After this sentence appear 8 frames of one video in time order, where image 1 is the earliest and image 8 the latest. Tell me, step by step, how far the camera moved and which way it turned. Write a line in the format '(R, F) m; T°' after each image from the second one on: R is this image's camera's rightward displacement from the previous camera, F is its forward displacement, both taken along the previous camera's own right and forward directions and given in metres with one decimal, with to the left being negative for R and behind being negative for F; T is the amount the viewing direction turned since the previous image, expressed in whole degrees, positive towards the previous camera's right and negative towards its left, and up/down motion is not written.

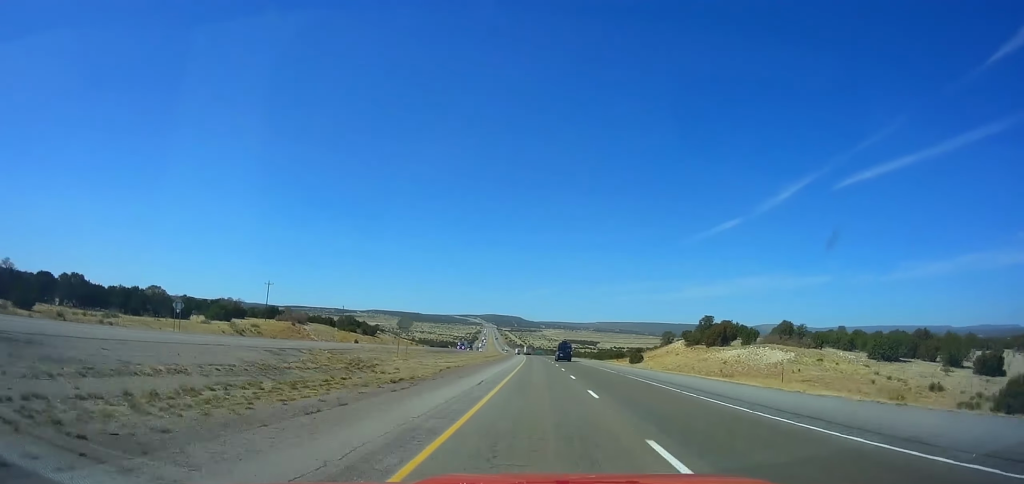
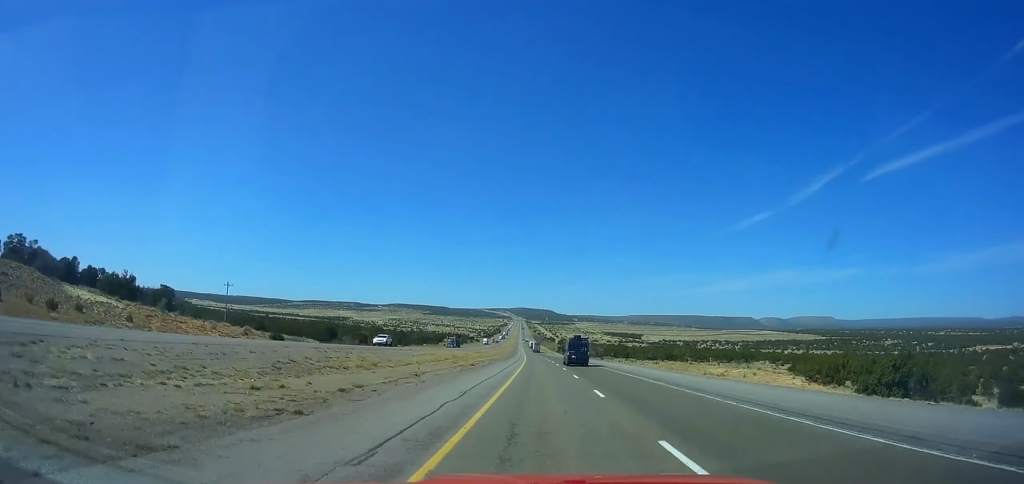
(-5.4, +193.3) m; -3°
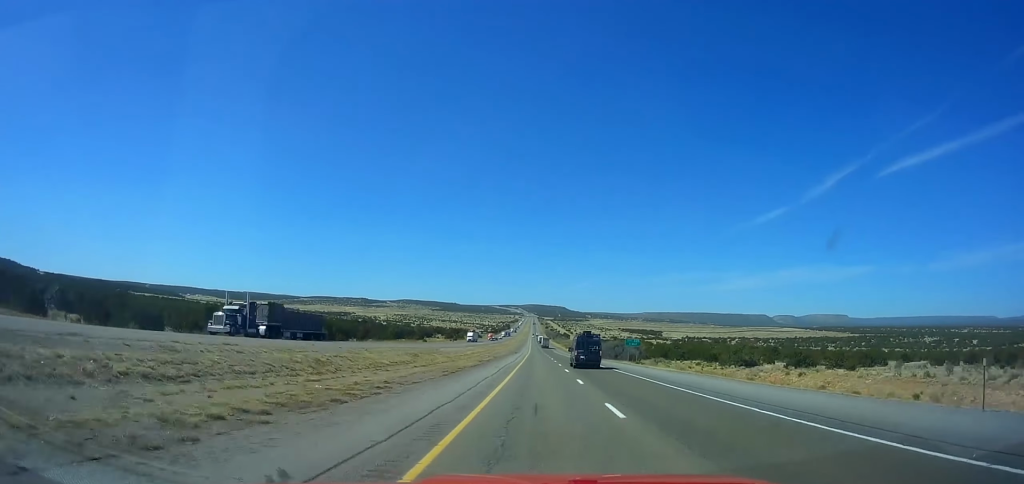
(-0.3, +78.7) m; -1°
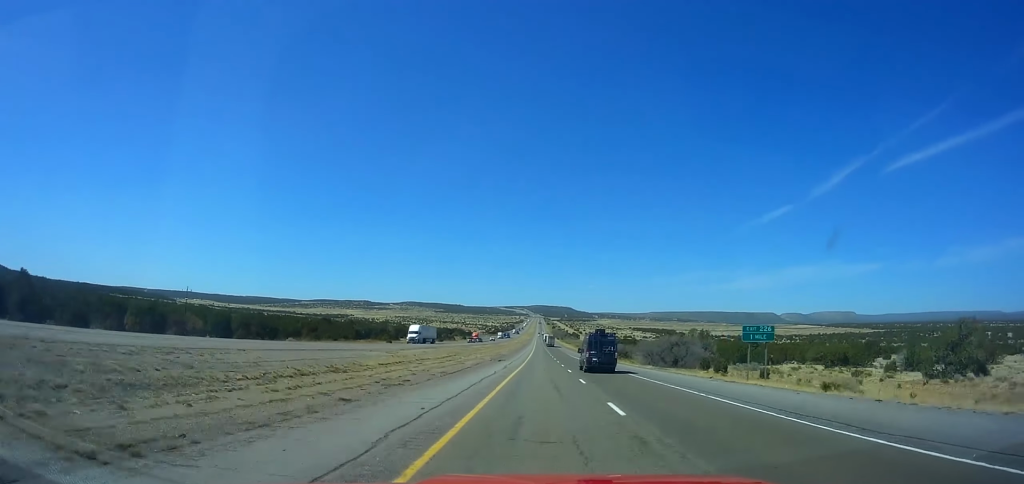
(-1.0, +60.6) m; 0°
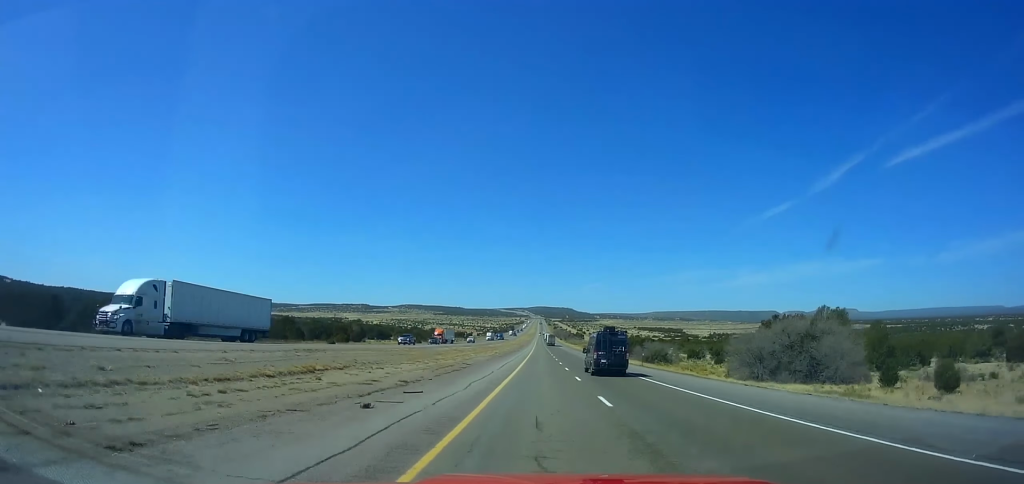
(-0.4, +46.3) m; 0°
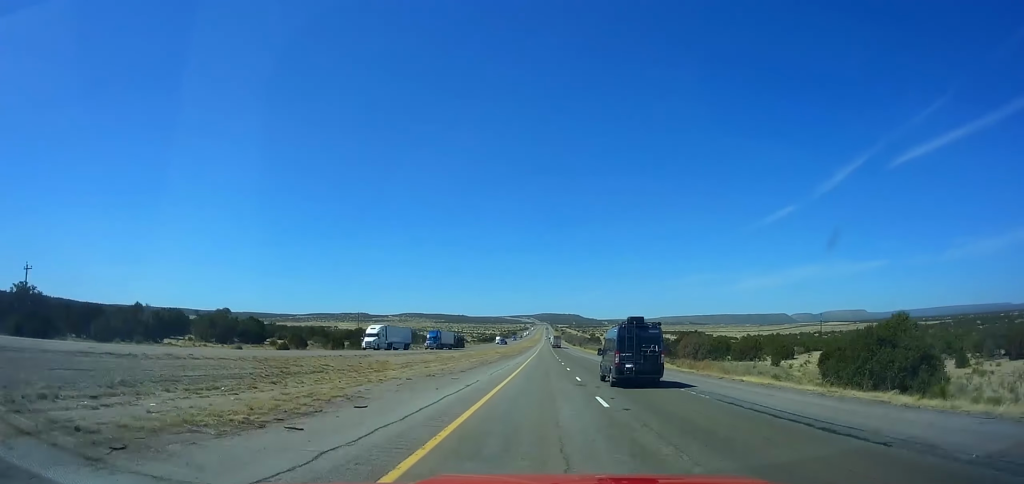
(+0.6, +110.2) m; -1°
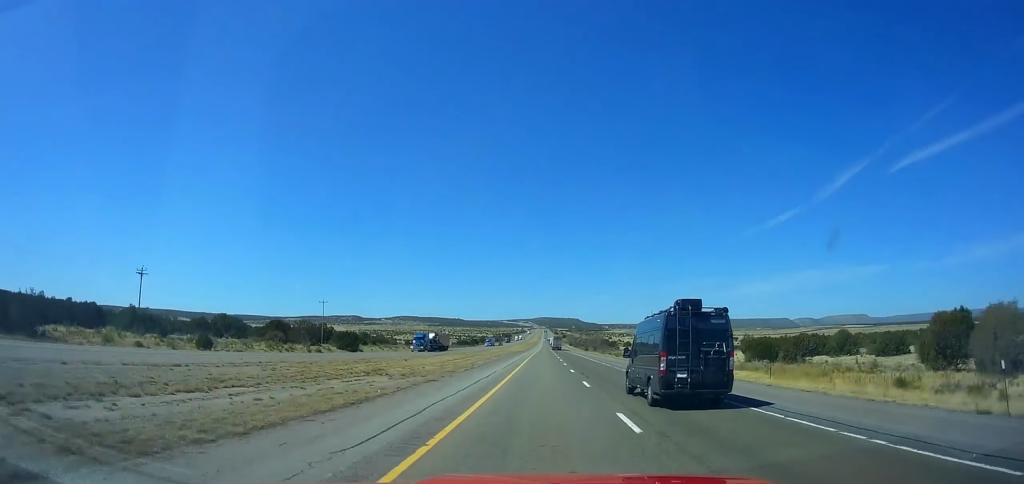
(-1.5, +102.7) m; 0°
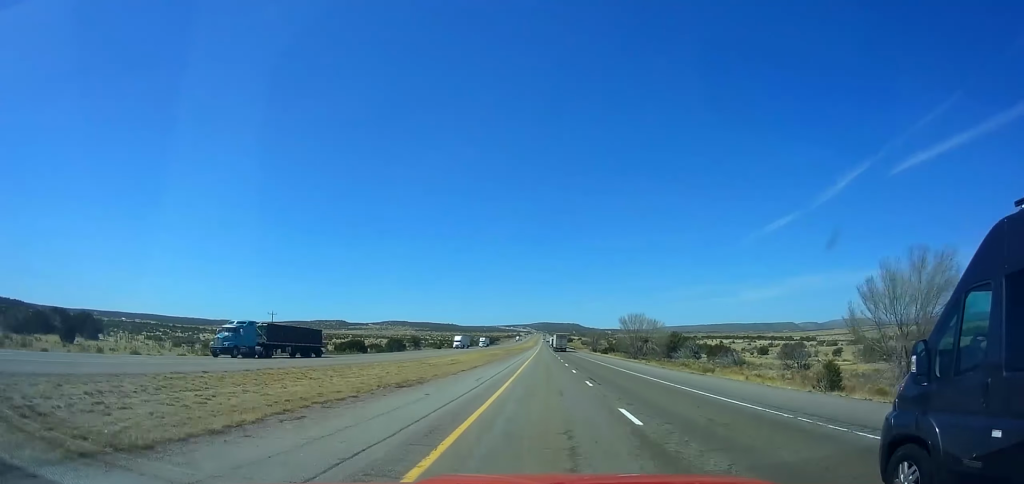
(+1.6, +194.4) m; 0°
